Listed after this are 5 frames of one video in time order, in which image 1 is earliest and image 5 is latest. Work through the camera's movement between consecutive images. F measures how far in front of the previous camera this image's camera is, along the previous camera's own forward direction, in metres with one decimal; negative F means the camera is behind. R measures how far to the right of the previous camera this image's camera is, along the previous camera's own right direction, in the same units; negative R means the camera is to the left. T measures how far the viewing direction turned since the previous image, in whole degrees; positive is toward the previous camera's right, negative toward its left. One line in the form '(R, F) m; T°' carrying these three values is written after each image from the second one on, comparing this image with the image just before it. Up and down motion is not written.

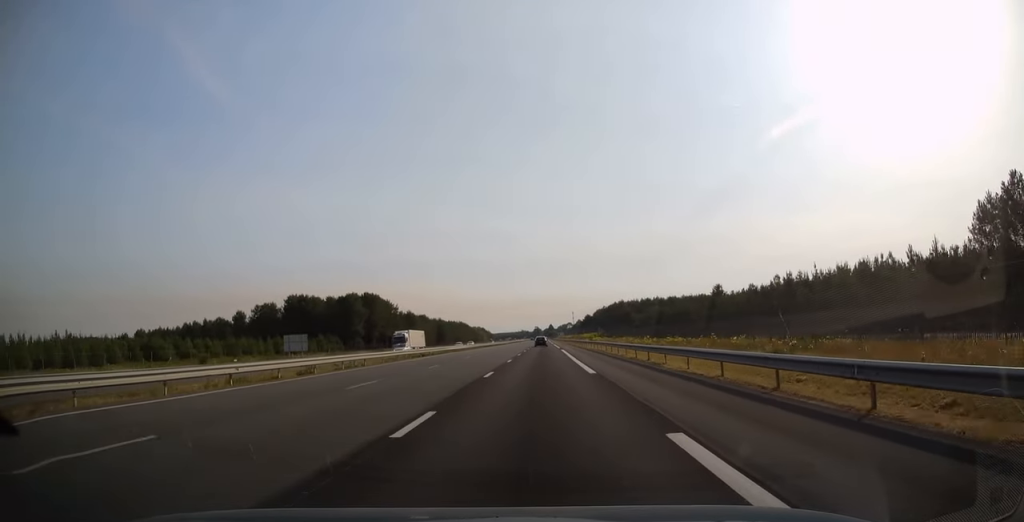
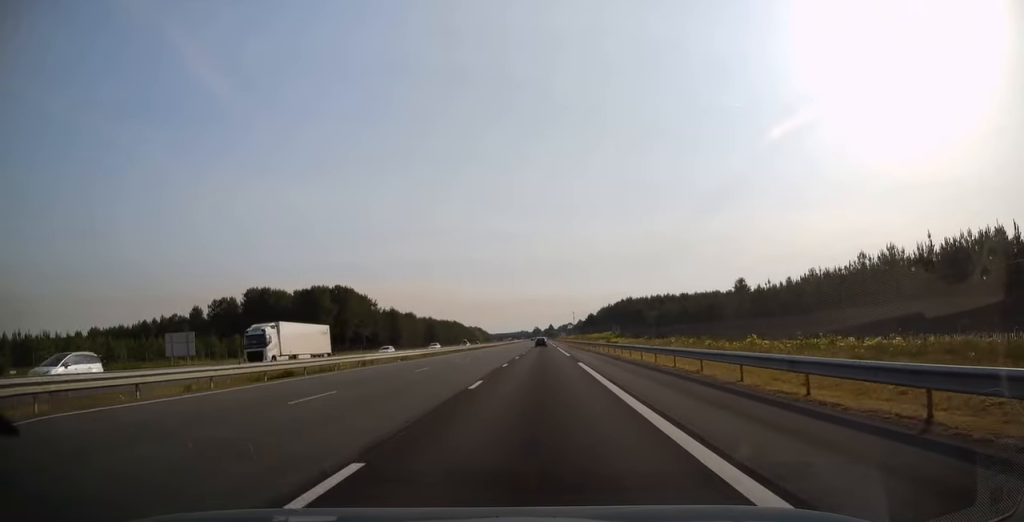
(0.0, +29.6) m; -1°
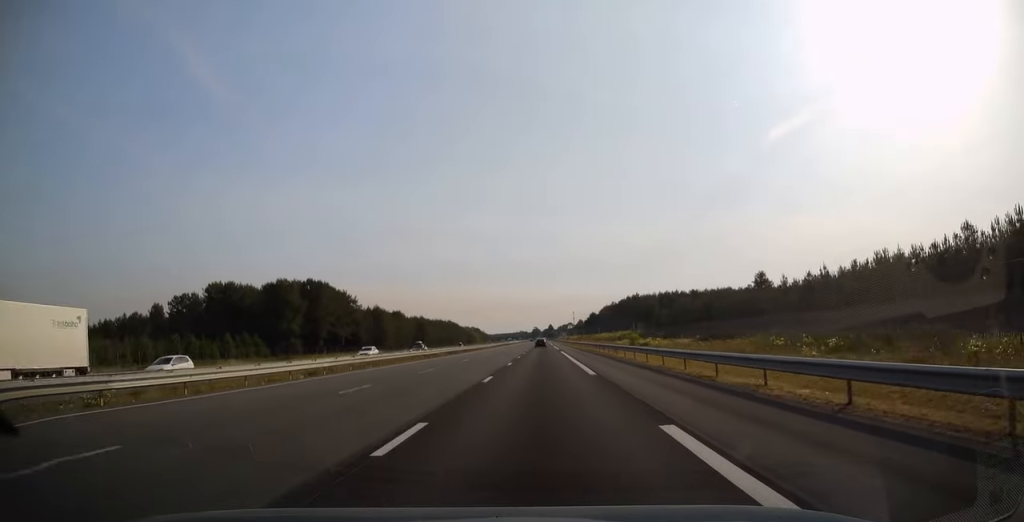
(-0.2, +21.7) m; 0°
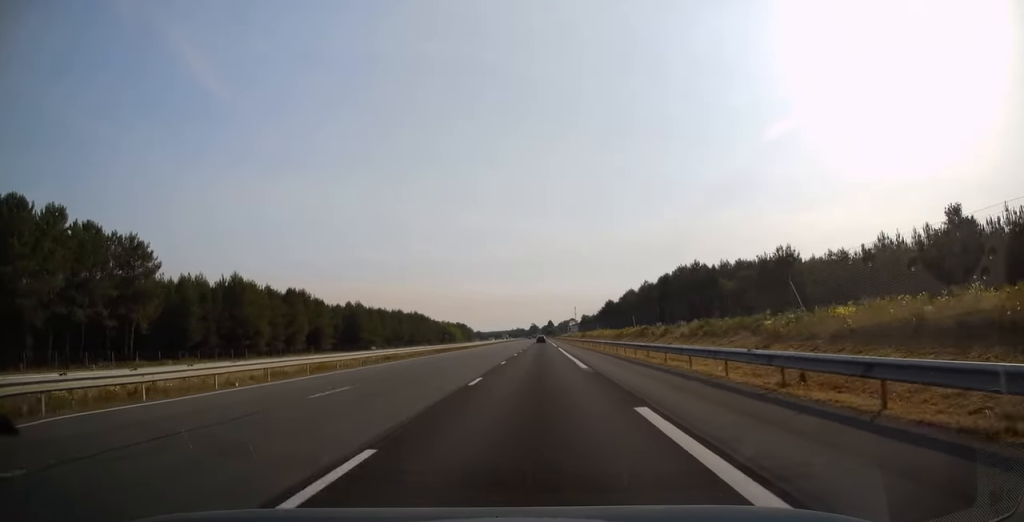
(+0.9, +102.5) m; +1°
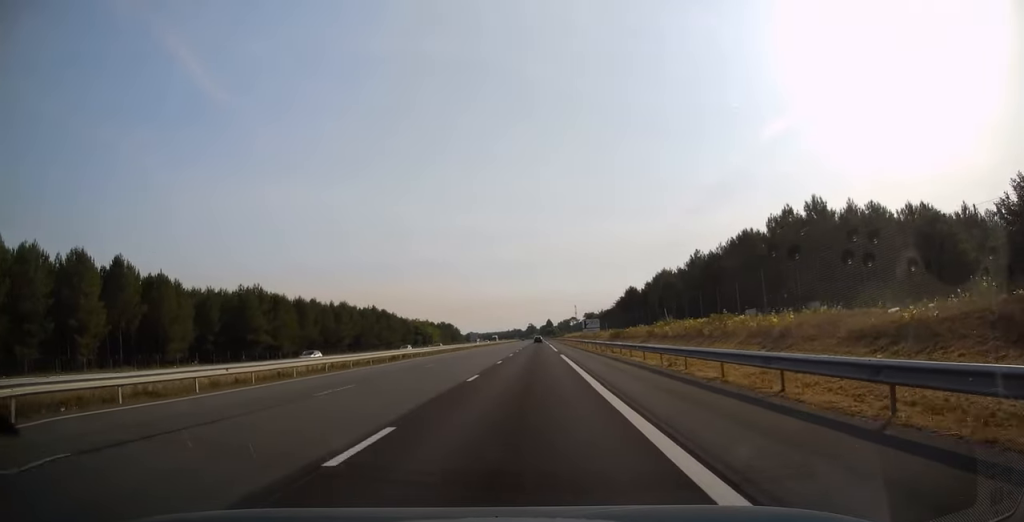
(0.0, +72.9) m; 0°
